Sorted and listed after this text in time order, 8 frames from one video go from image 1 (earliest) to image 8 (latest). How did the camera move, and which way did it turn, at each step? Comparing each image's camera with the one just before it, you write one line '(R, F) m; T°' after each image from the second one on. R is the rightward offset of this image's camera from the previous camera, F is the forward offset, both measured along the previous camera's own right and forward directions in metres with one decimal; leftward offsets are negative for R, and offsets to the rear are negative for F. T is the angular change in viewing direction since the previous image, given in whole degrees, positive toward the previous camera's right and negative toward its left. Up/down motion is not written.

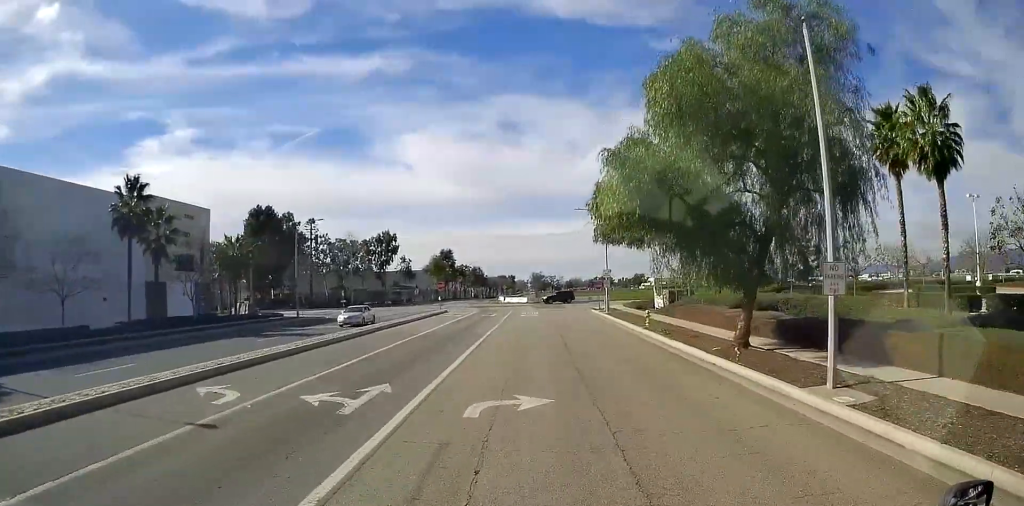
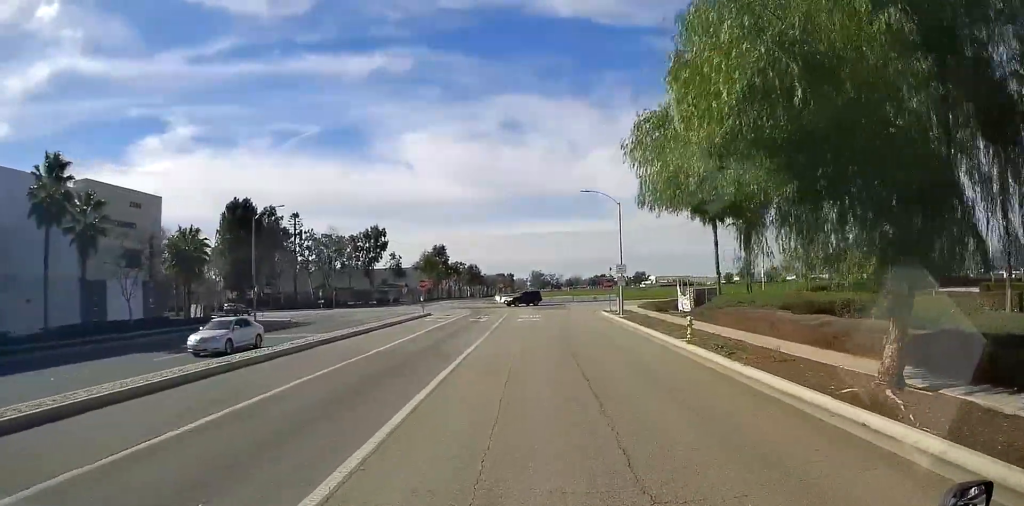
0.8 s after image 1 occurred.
(0.0, +10.4) m; +1°
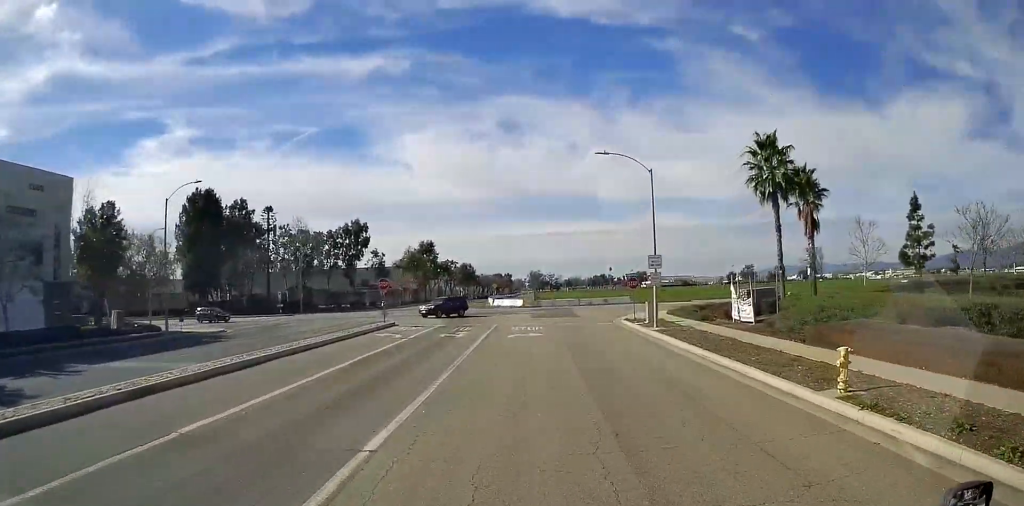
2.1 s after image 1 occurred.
(+0.5, +14.4) m; +1°
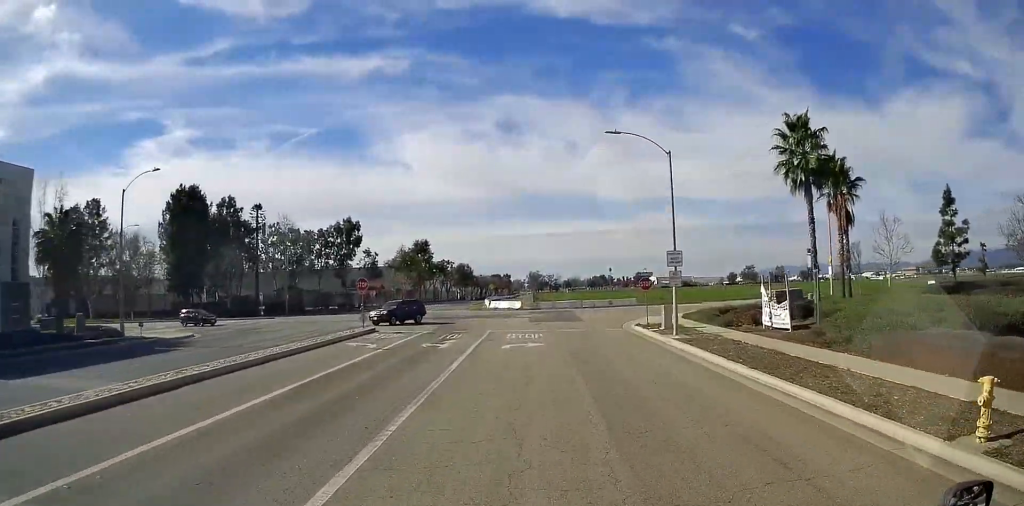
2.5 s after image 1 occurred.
(0.0, +5.2) m; 0°
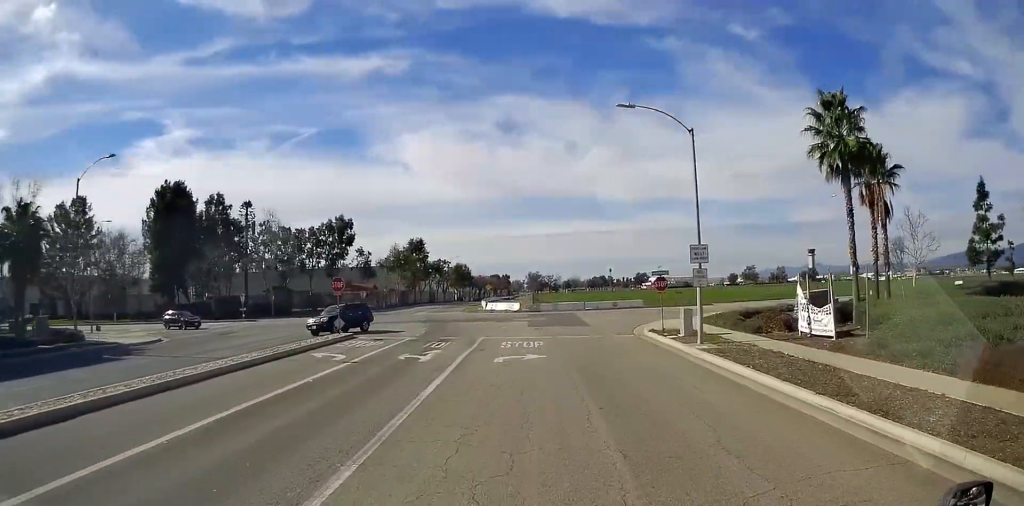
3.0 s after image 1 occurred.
(-0.2, +4.7) m; 0°
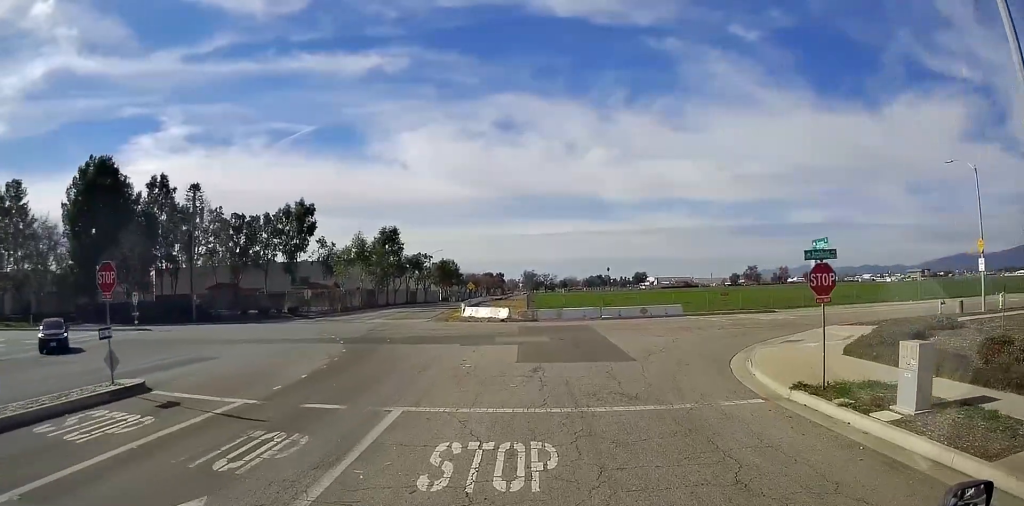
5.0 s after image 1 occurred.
(+0.1, +19.9) m; -2°
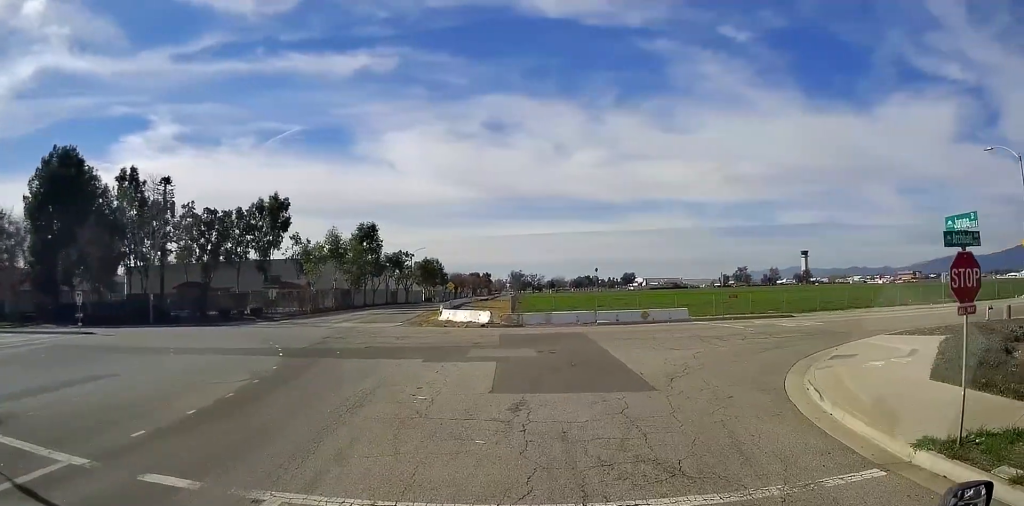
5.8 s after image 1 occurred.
(-0.1, +6.4) m; +1°
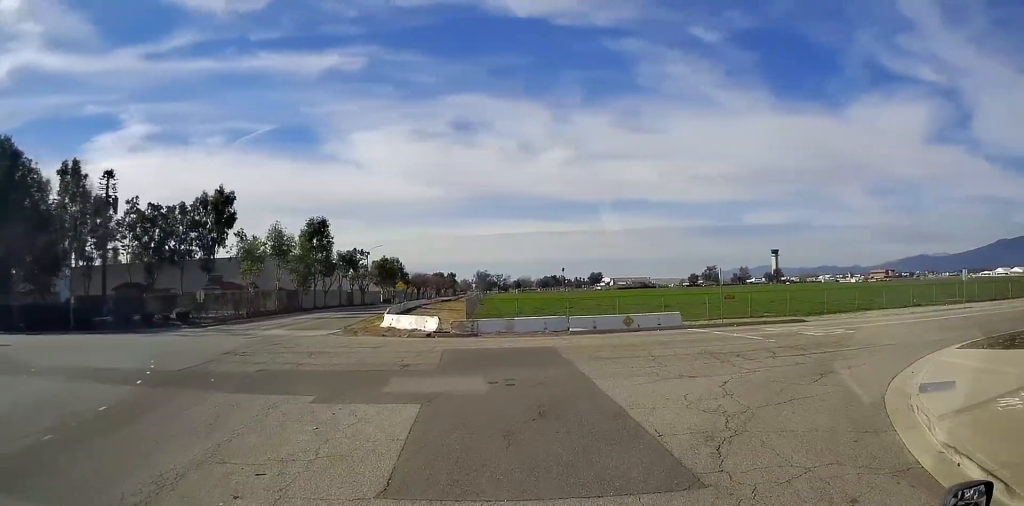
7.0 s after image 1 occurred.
(+0.5, +8.5) m; +7°
